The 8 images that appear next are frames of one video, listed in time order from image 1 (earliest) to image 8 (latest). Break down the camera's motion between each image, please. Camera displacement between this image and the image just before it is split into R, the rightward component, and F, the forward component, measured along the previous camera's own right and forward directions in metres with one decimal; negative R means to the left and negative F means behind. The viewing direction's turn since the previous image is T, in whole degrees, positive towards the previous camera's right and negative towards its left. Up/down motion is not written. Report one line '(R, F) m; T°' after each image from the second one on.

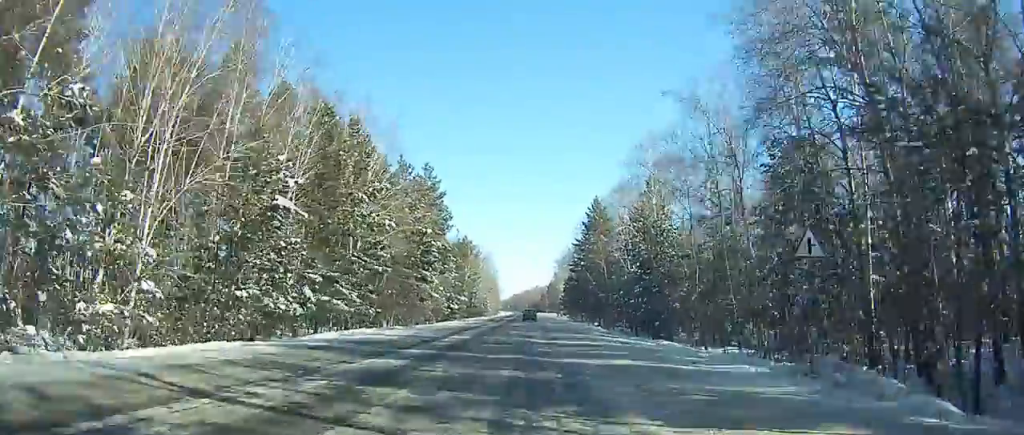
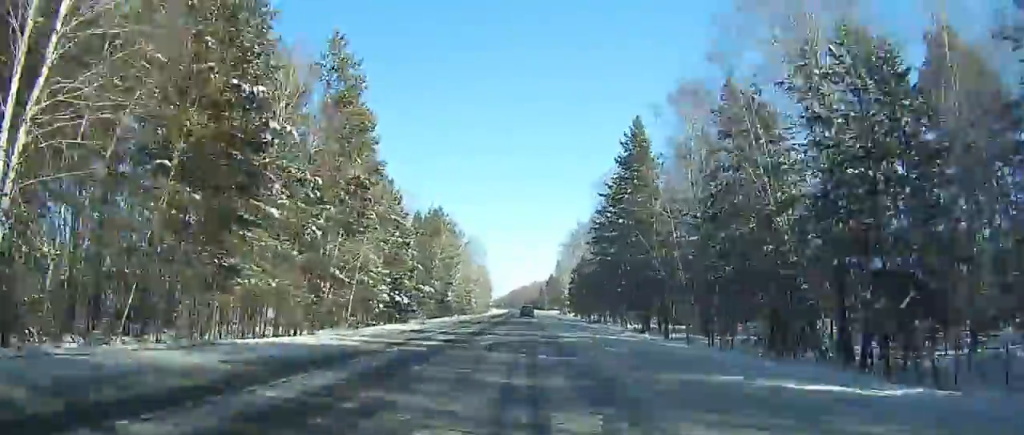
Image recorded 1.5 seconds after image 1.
(0.0, +31.3) m; 0°
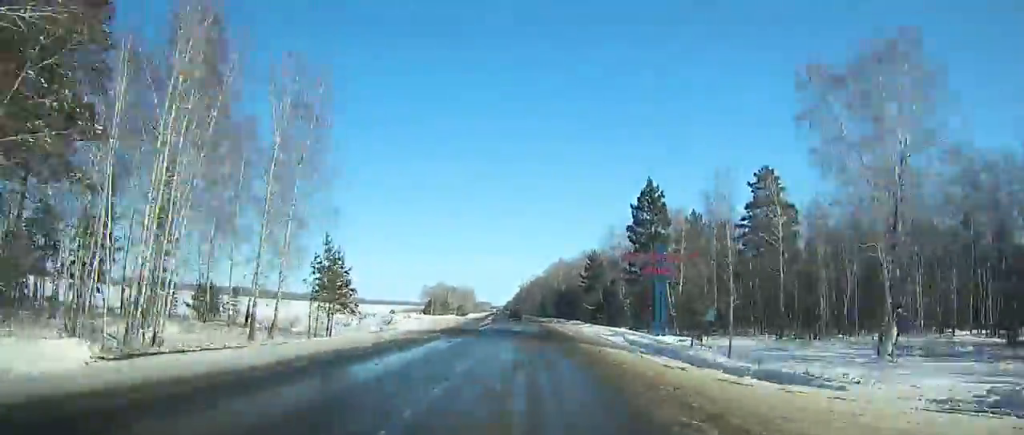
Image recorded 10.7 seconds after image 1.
(-2.6, +191.0) m; -2°
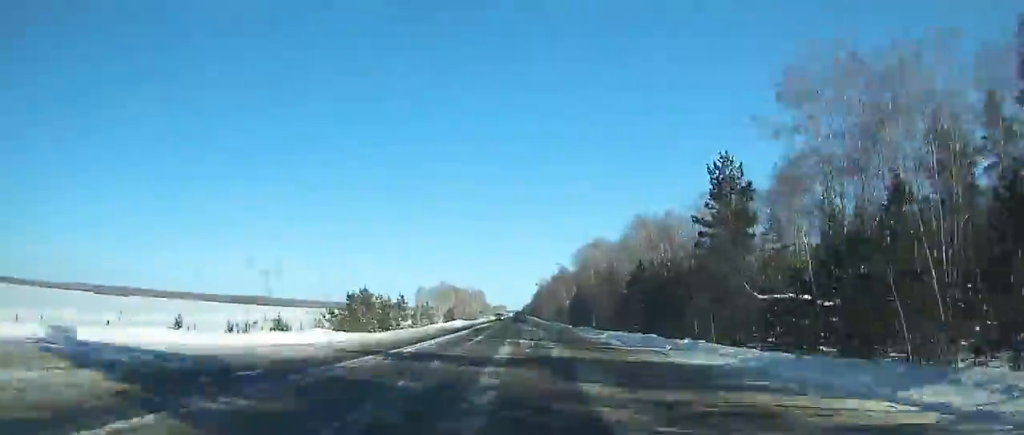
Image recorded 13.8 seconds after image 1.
(-0.3, +64.4) m; -1°
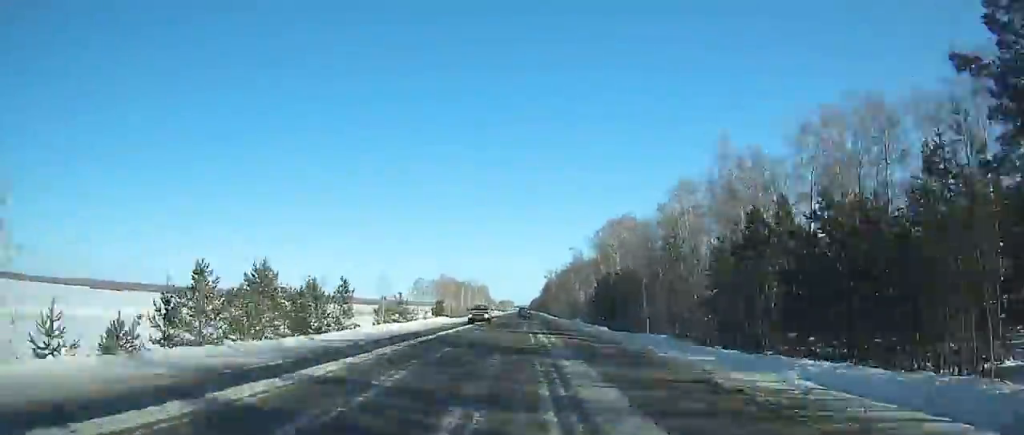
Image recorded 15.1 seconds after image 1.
(+0.1, +27.1) m; 0°
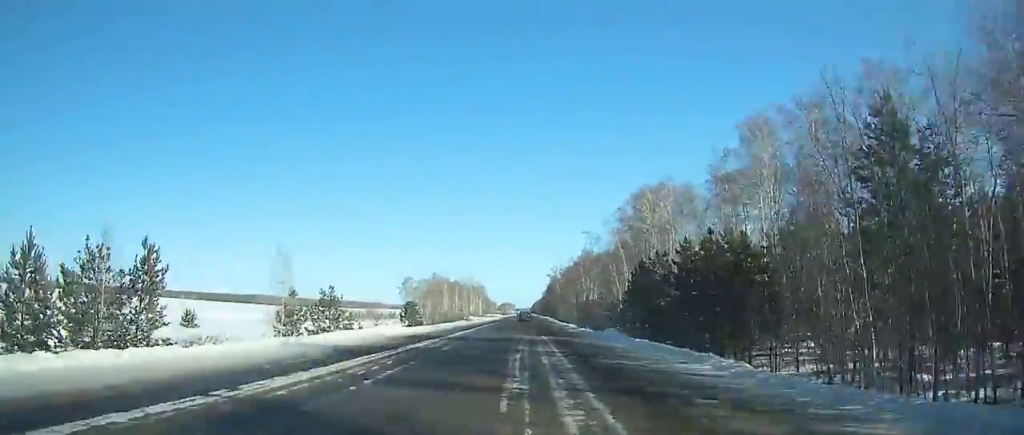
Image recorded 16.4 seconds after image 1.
(-0.2, +27.2) m; 0°
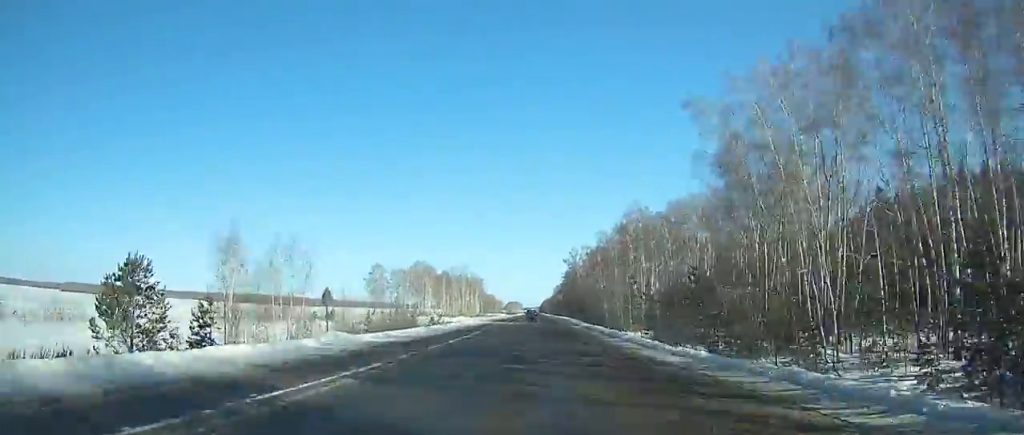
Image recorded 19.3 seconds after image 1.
(-0.5, +61.1) m; -1°
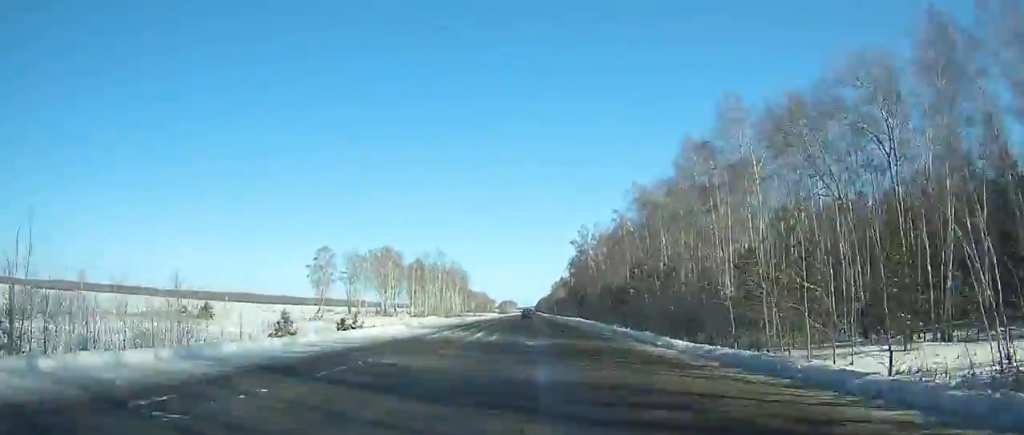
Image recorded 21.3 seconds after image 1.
(-0.1, +42.5) m; 0°
